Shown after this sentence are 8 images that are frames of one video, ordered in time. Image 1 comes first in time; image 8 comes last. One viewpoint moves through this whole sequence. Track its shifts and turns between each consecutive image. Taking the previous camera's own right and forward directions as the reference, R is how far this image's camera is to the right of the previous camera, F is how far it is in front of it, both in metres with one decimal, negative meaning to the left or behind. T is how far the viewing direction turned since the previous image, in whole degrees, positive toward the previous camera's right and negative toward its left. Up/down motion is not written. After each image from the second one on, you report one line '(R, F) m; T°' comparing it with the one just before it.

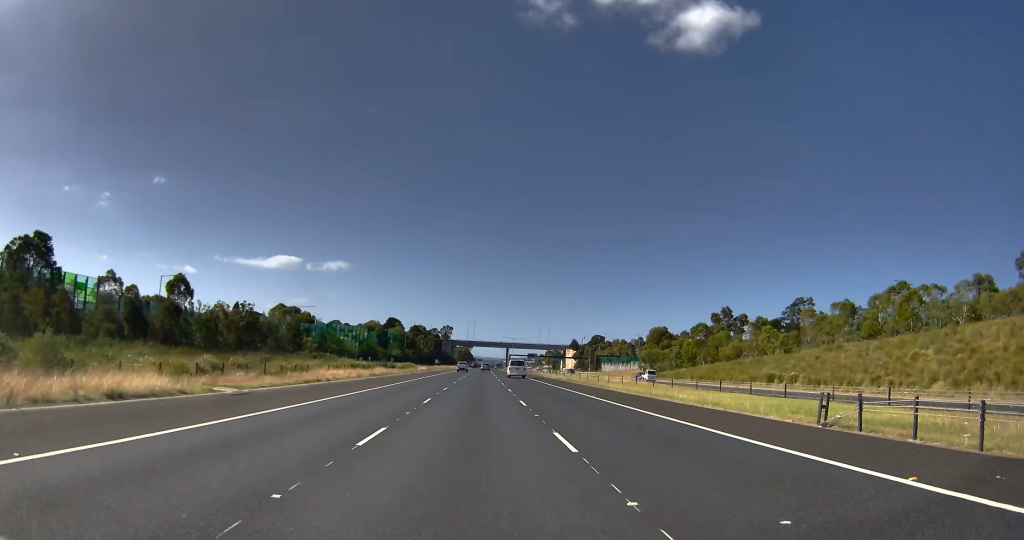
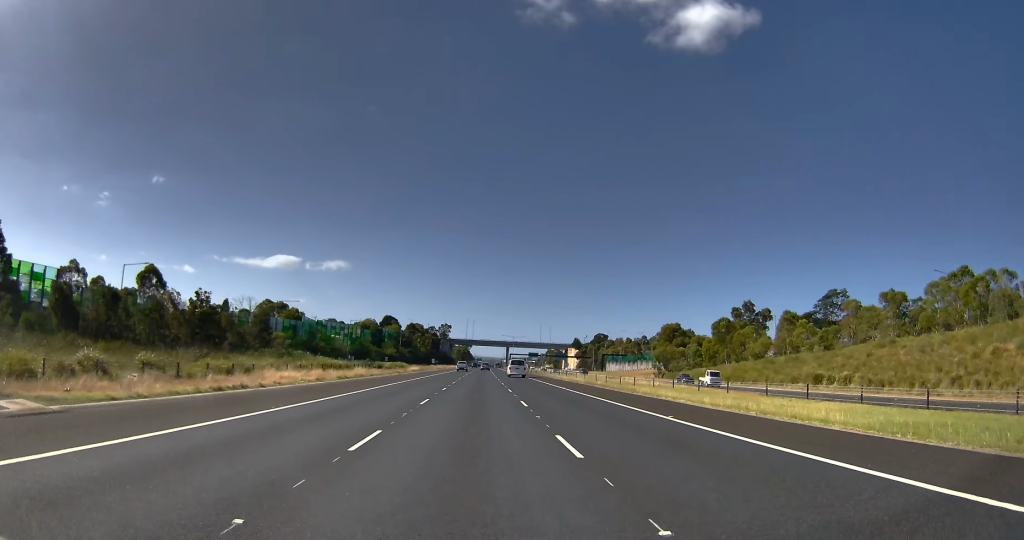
(+0.2, +15.0) m; 0°
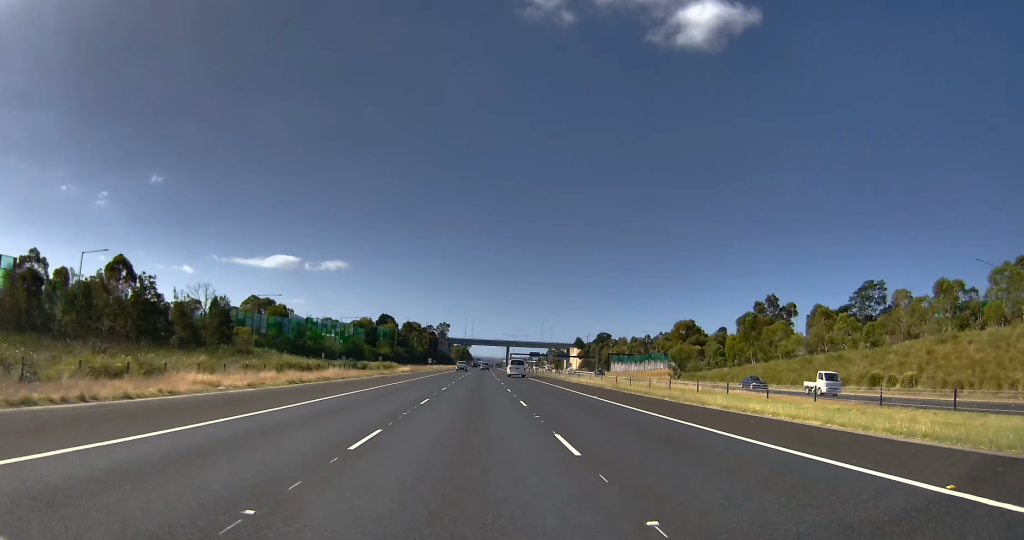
(-0.2, +12.8) m; -1°
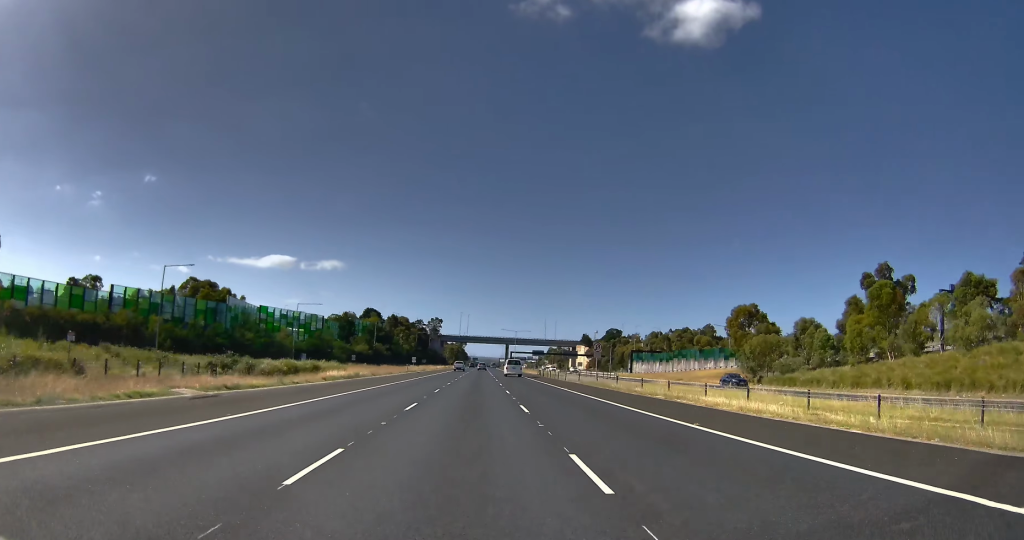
(-0.5, +40.8) m; -1°
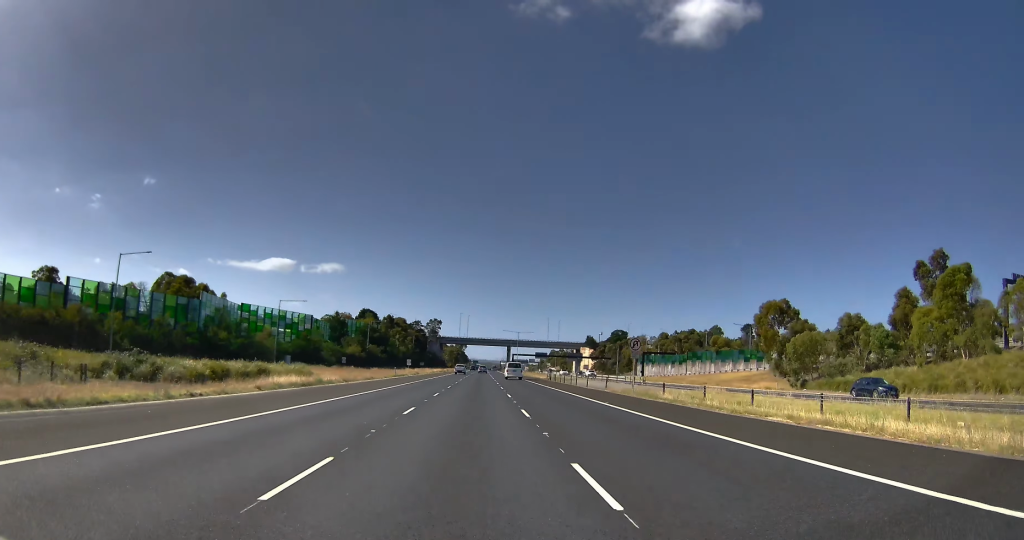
(0.0, +12.7) m; 0°
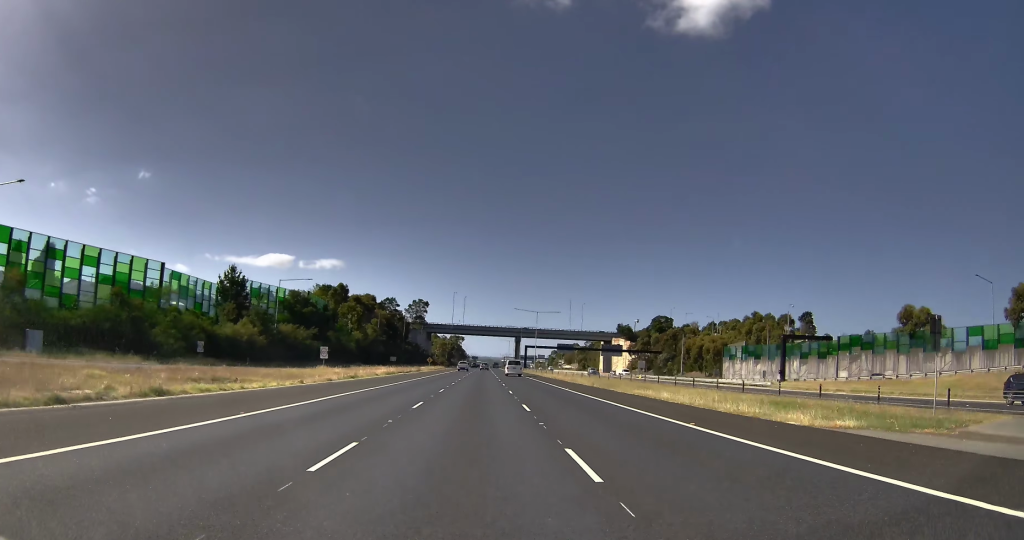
(+1.7, +82.4) m; +1°
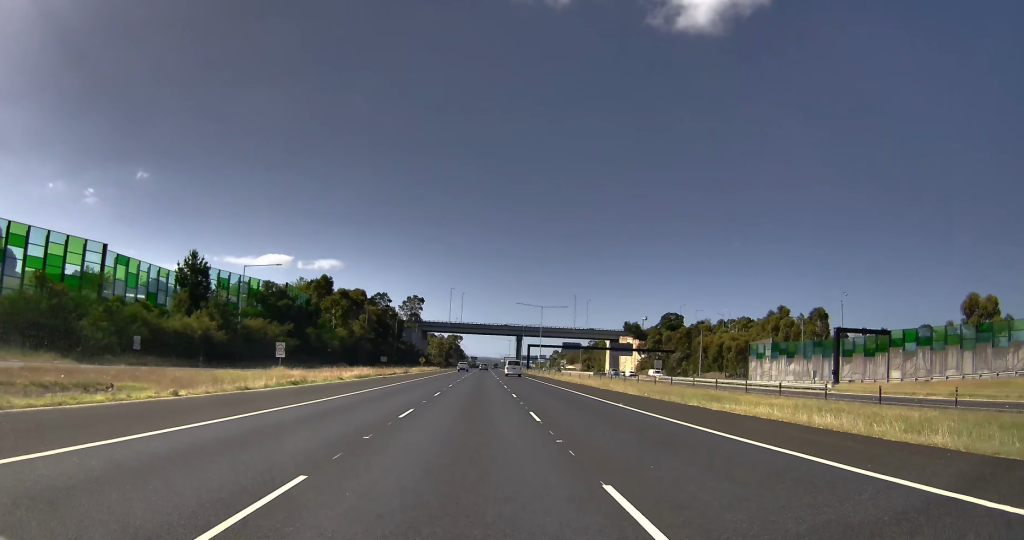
(-0.2, +15.4) m; -1°
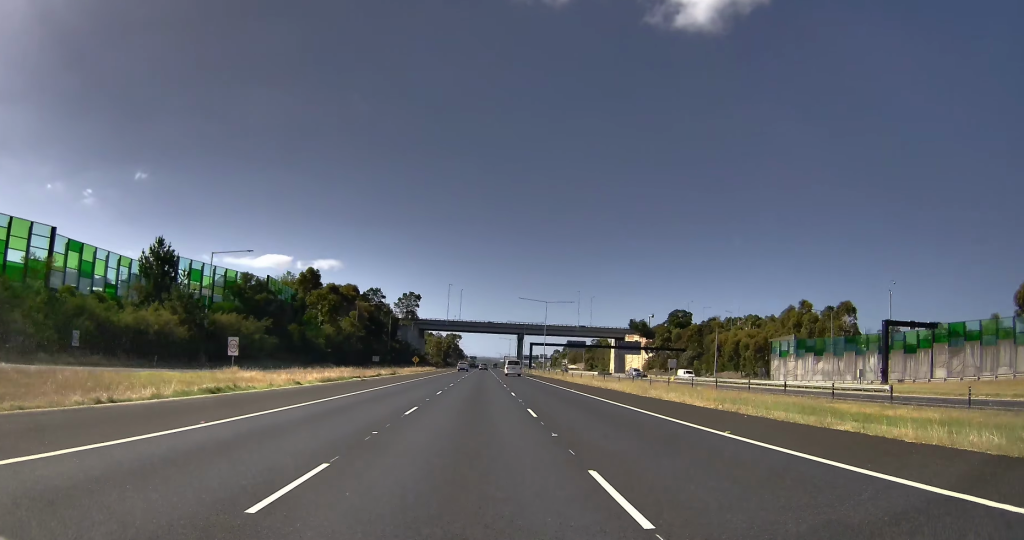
(0.0, +10.6) m; 0°
